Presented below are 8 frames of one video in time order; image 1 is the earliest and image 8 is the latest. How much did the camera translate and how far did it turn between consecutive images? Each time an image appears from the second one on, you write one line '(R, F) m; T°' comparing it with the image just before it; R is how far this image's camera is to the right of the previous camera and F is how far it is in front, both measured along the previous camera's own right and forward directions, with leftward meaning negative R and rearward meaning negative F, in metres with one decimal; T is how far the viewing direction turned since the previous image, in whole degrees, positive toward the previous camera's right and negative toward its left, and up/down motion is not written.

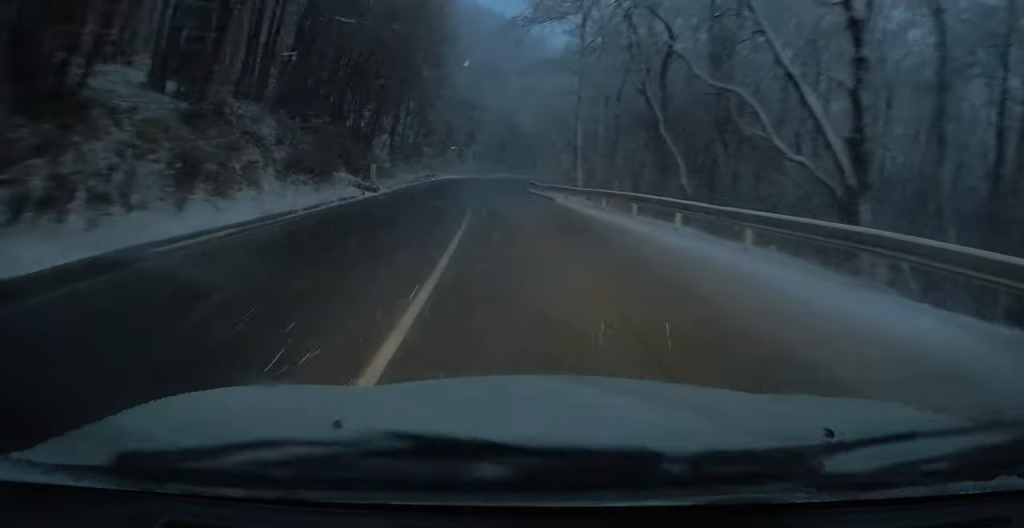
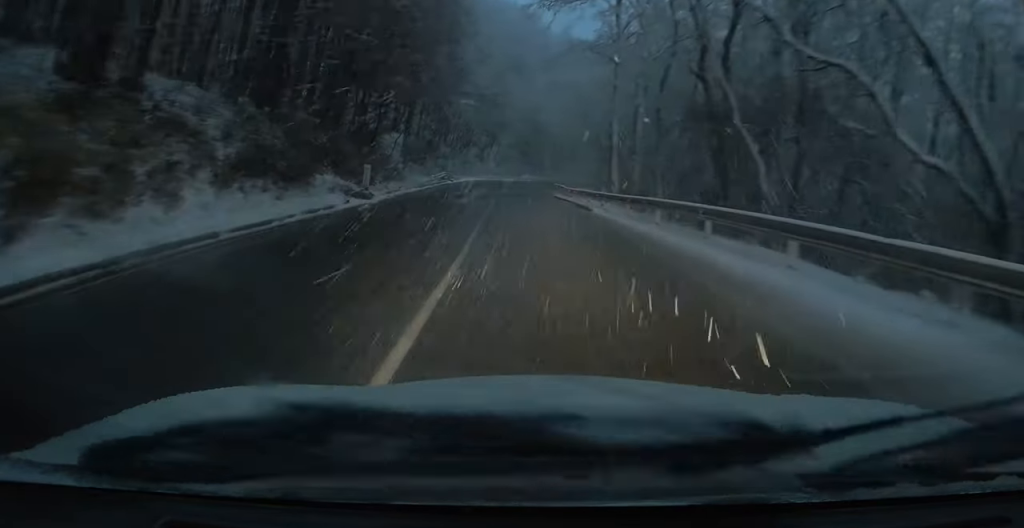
(-0.1, +5.3) m; -1°
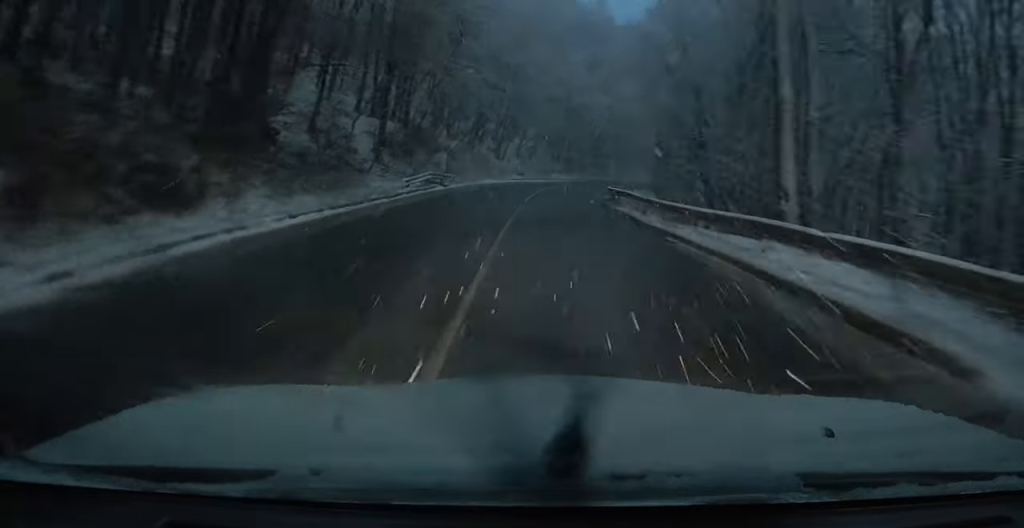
(-0.7, +18.1) m; -7°
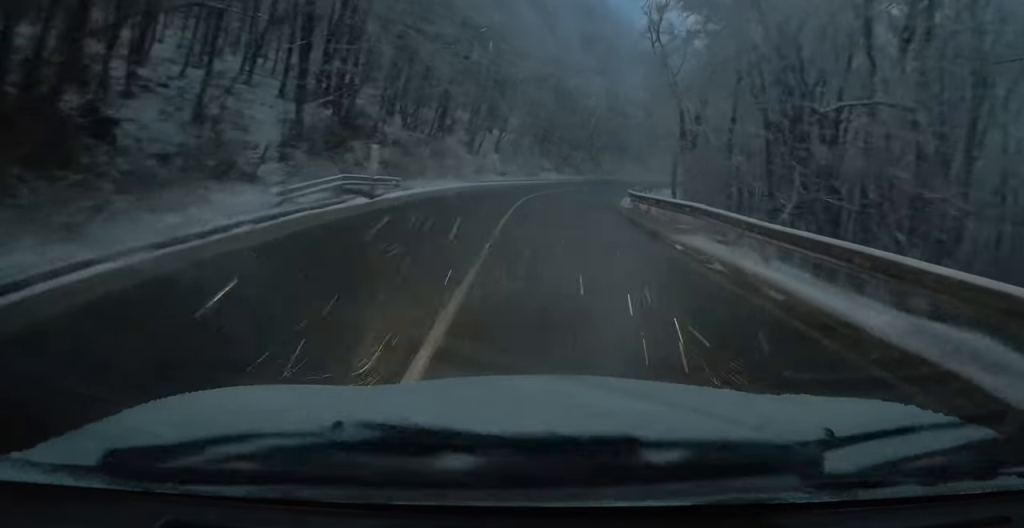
(-0.8, +12.1) m; -5°
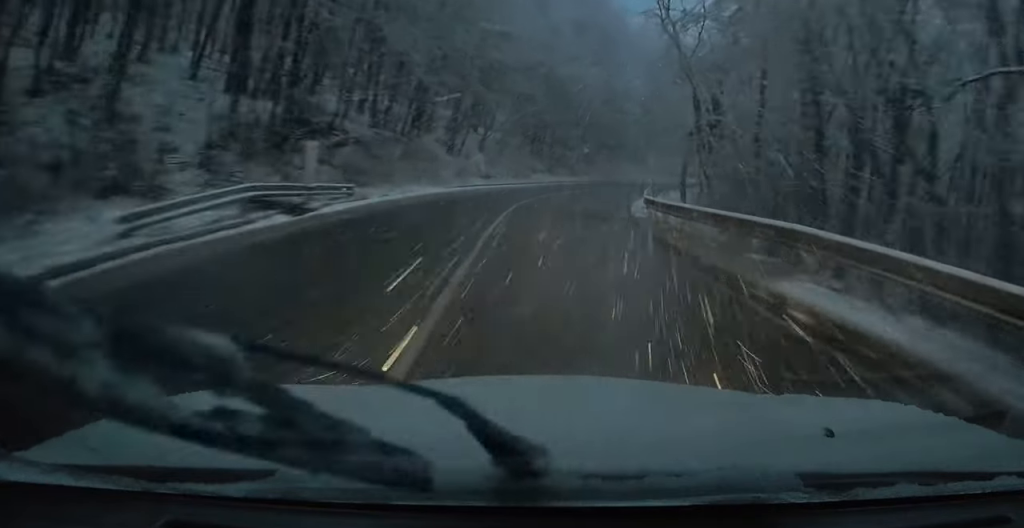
(-0.1, +5.5) m; 0°
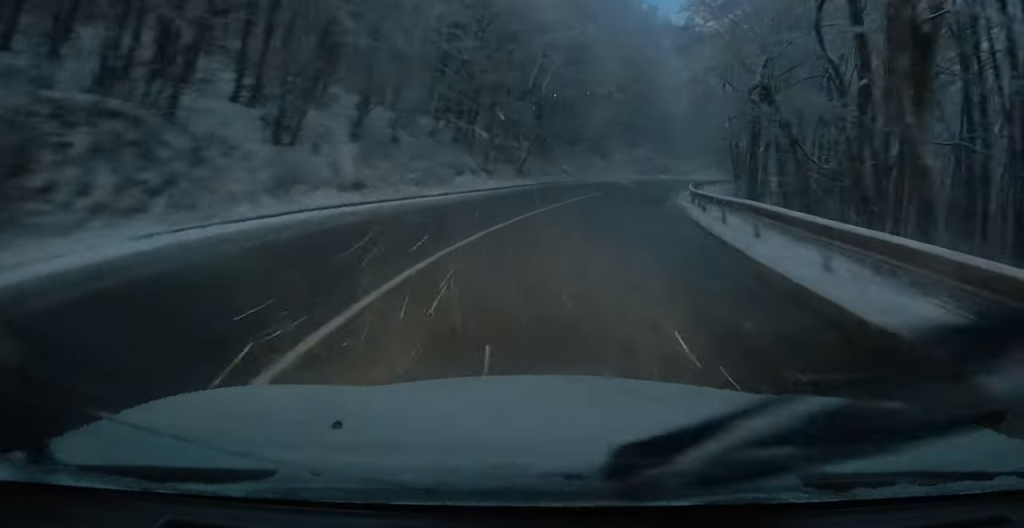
(+0.1, +20.3) m; -2°
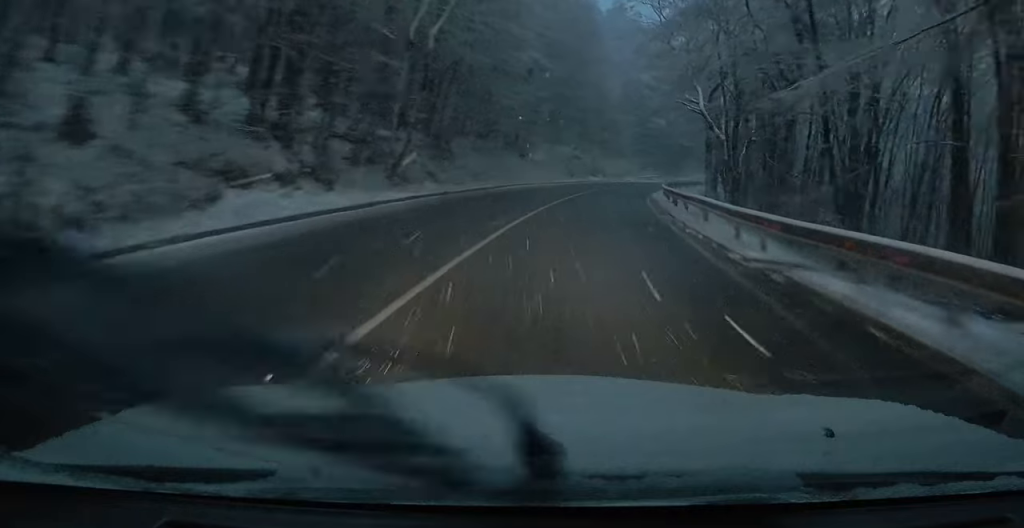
(-0.7, +15.3) m; 0°
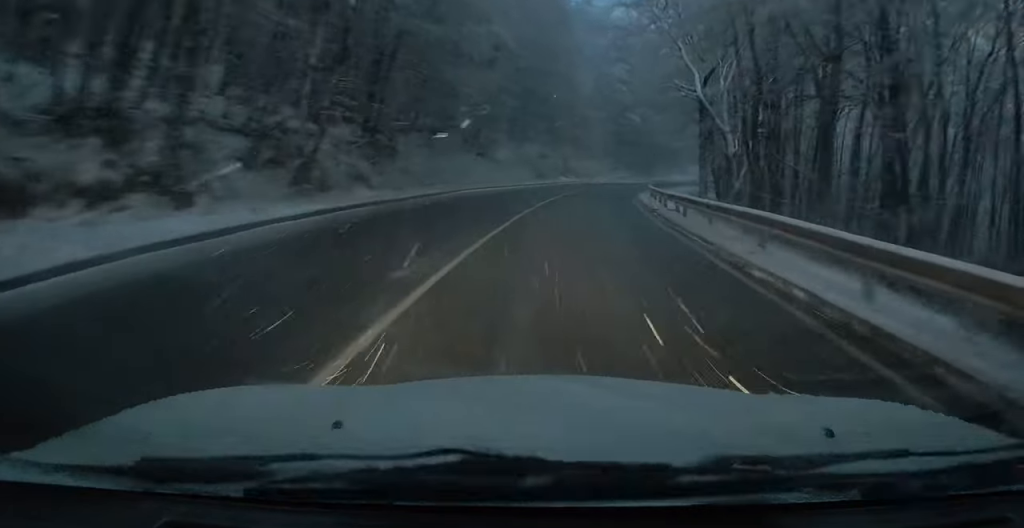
(+0.1, +6.5) m; +3°
